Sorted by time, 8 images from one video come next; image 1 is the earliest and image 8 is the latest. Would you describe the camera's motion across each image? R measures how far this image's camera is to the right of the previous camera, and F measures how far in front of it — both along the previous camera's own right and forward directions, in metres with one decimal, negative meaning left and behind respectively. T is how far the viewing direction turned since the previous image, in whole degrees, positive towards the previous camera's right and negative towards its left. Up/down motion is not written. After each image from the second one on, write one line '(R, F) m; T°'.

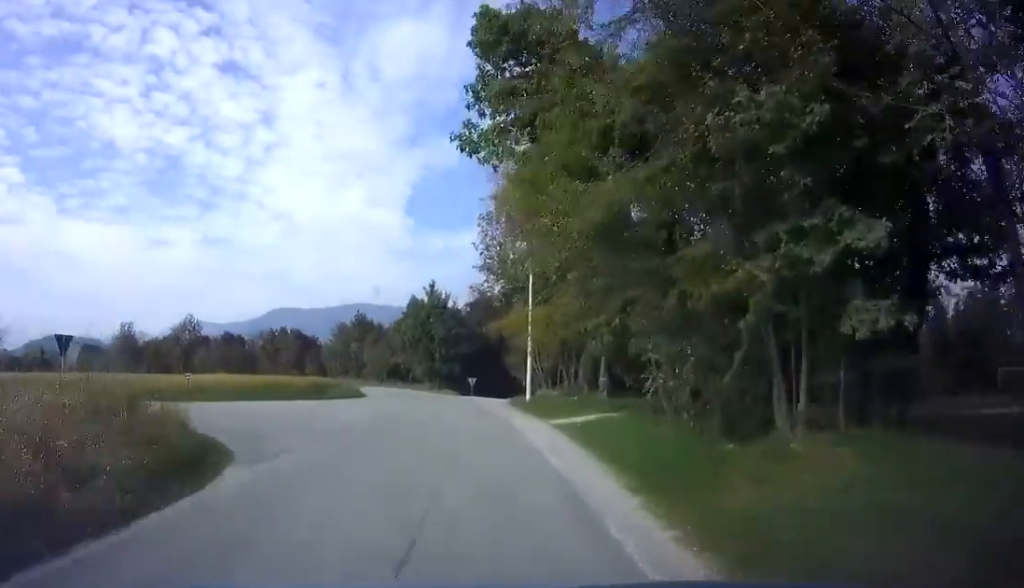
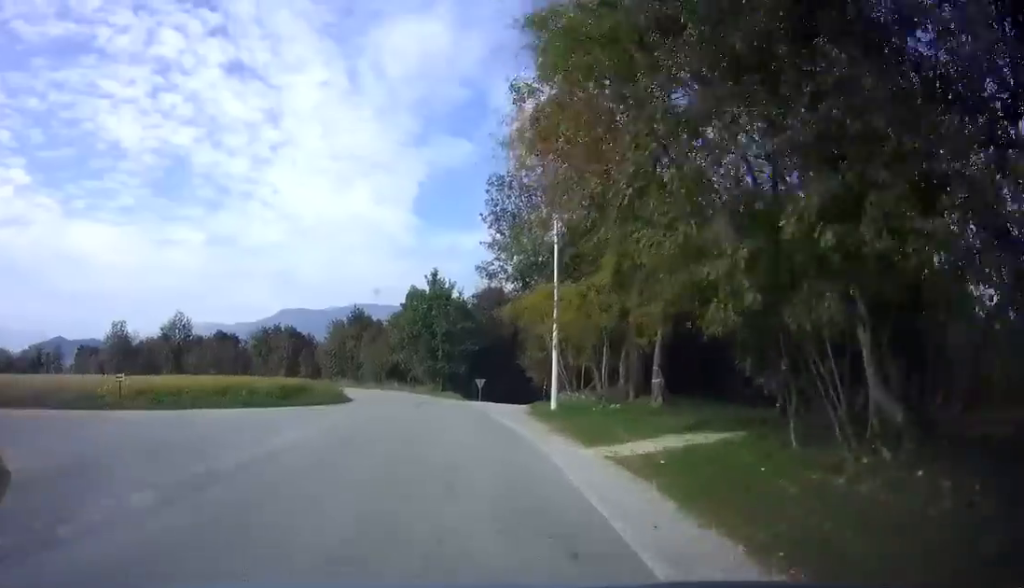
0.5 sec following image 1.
(0.0, +6.8) m; 0°
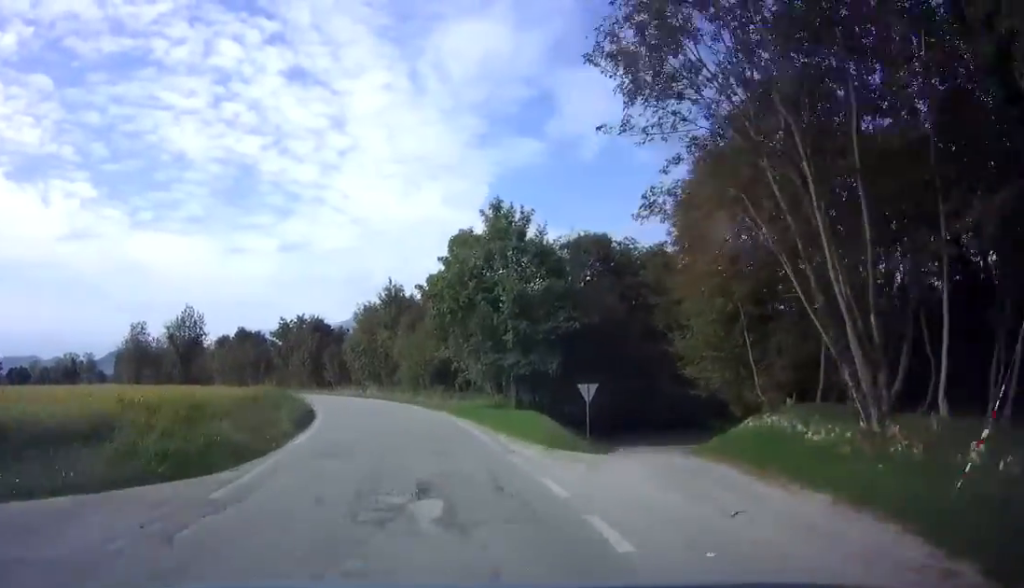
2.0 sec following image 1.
(-1.4, +20.7) m; -9°
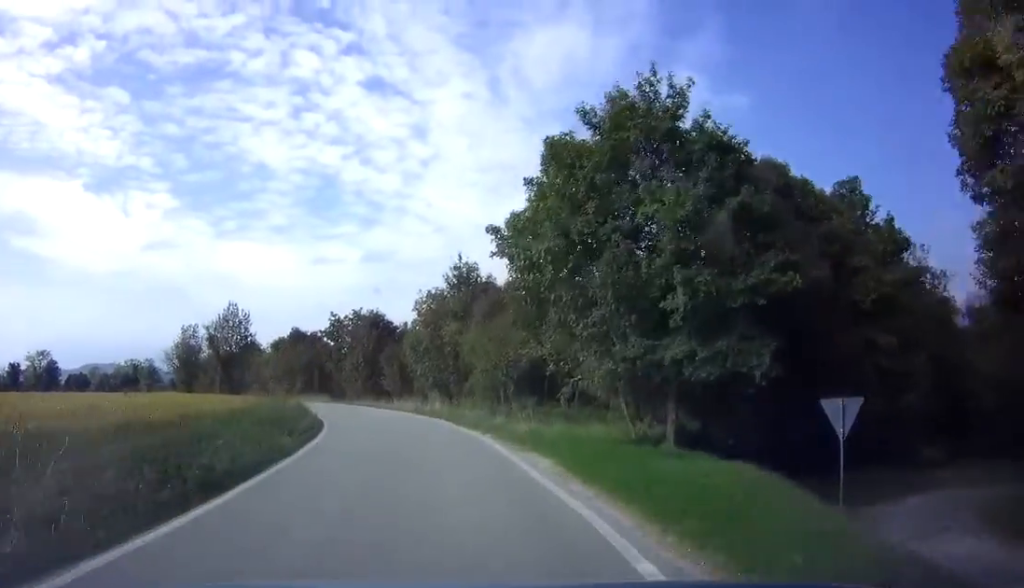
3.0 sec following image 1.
(-0.7, +12.1) m; -8°
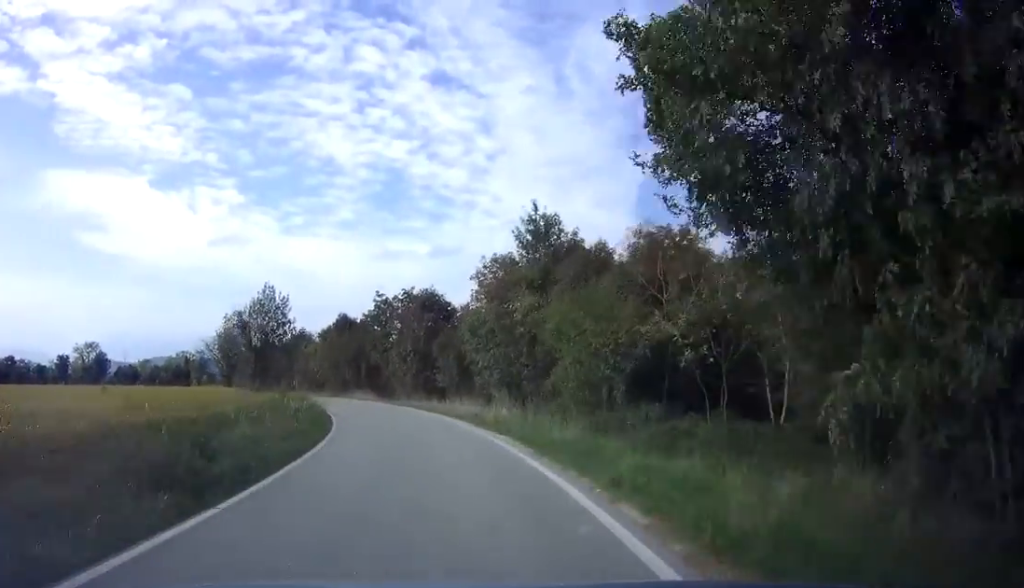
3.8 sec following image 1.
(-0.5, +9.6) m; -7°
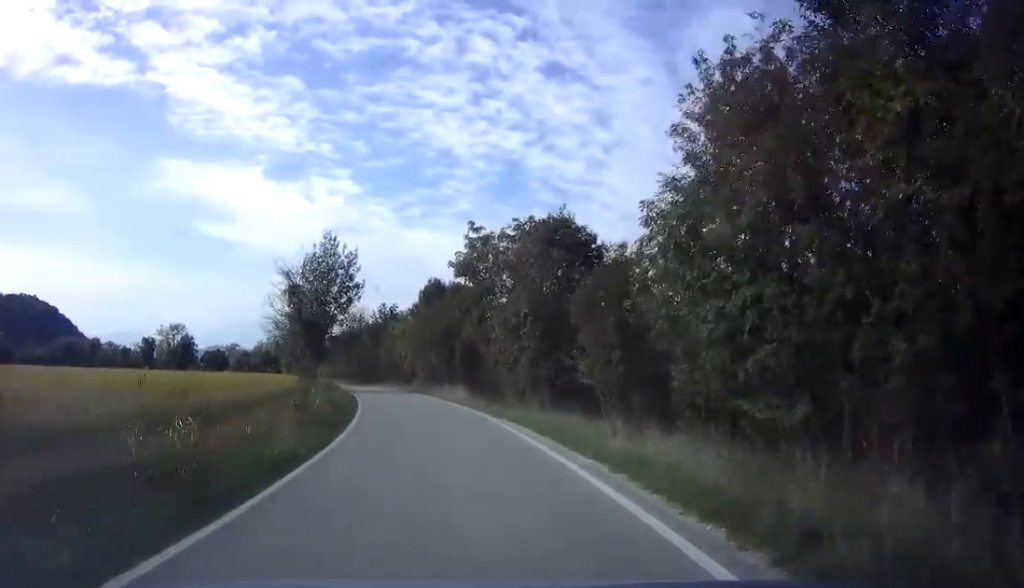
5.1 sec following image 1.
(-1.8, +17.9) m; -11°
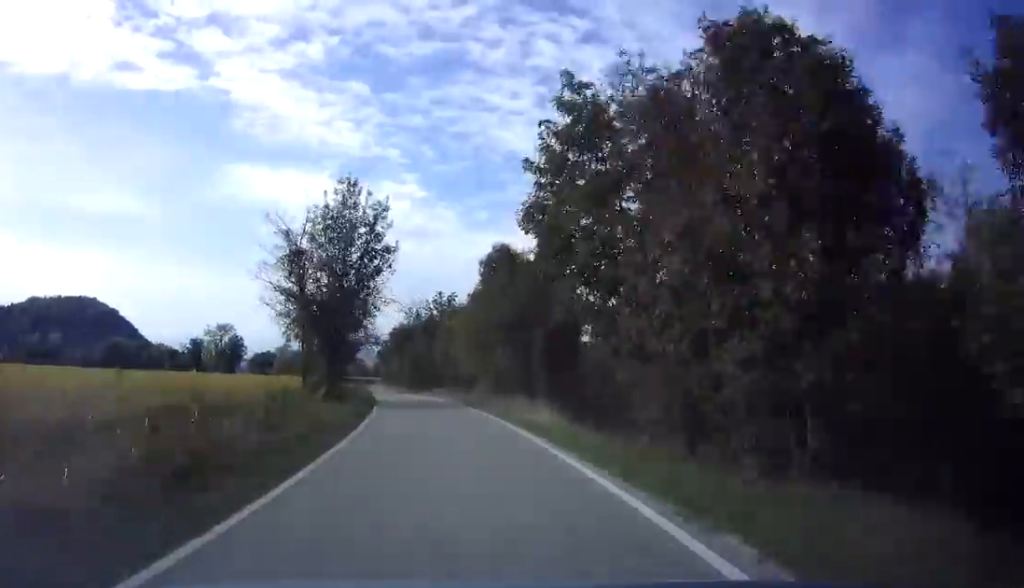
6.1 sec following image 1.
(-1.0, +13.7) m; -6°
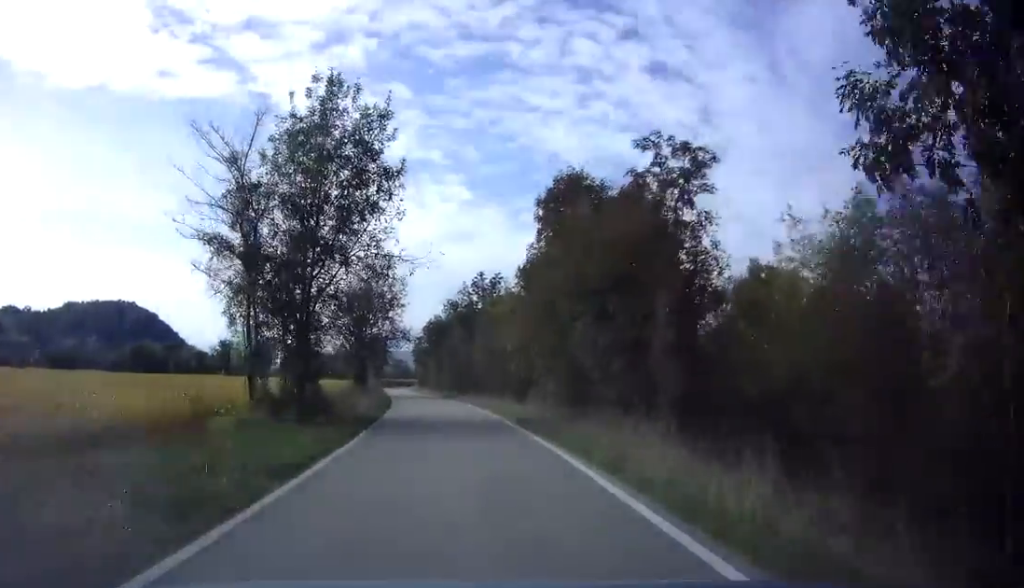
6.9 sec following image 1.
(-0.4, +11.5) m; -3°
